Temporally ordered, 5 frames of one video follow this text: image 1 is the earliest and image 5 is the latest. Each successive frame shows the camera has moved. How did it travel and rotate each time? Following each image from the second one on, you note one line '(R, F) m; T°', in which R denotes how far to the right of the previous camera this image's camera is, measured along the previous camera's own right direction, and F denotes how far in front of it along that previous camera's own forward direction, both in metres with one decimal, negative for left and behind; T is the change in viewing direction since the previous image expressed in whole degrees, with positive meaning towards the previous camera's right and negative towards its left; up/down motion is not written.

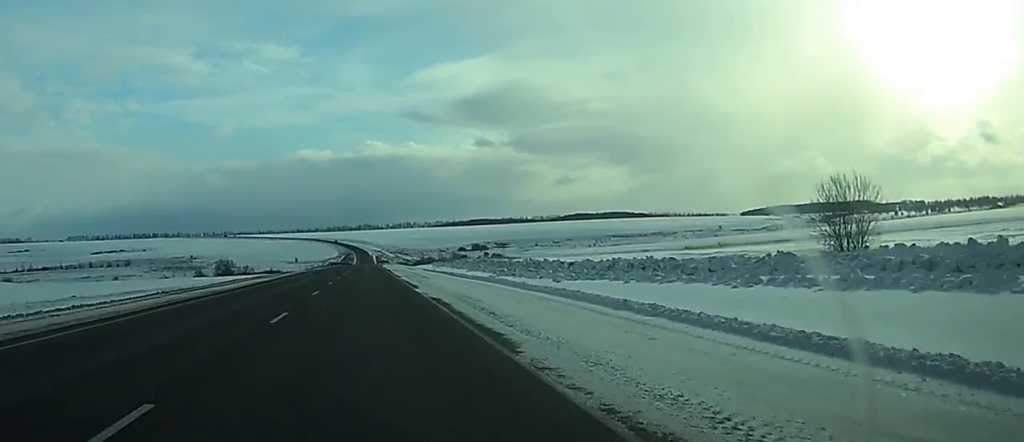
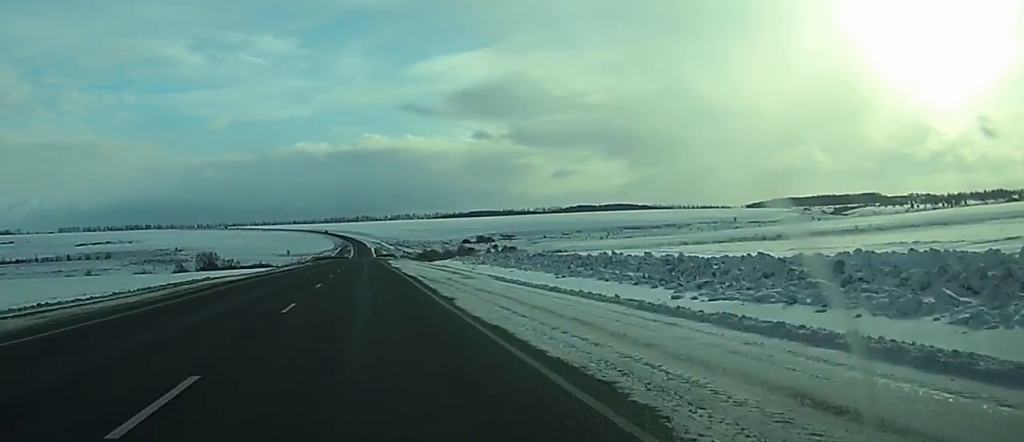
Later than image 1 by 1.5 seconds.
(-0.4, +46.6) m; -1°
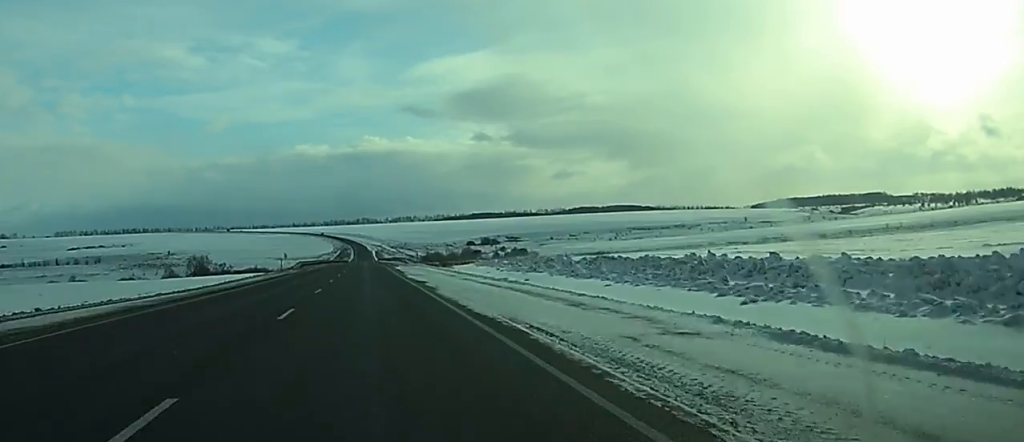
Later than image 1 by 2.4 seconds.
(-0.1, +24.8) m; 0°
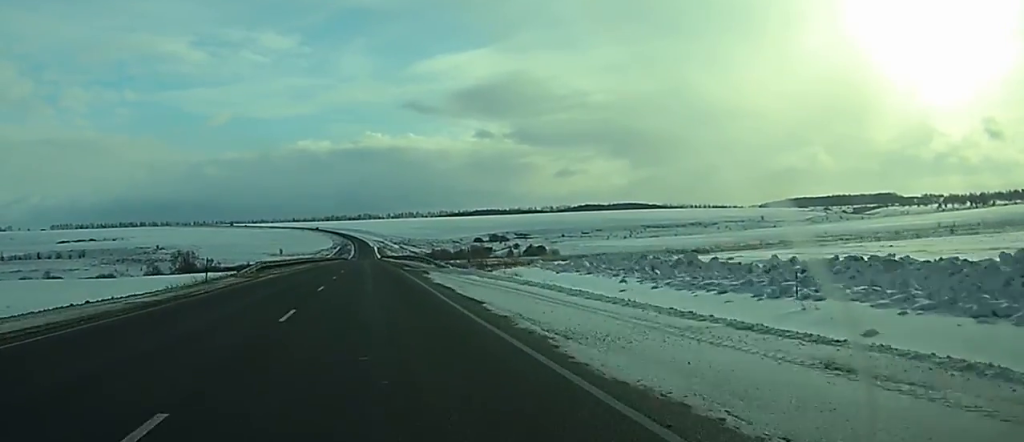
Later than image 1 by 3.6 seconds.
(+0.4, +35.0) m; +1°
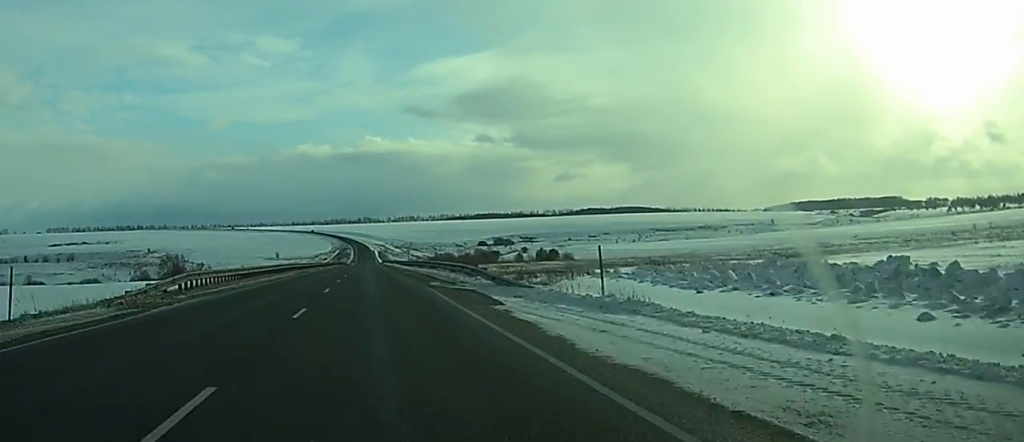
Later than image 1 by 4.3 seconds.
(0.0, +21.1) m; 0°
